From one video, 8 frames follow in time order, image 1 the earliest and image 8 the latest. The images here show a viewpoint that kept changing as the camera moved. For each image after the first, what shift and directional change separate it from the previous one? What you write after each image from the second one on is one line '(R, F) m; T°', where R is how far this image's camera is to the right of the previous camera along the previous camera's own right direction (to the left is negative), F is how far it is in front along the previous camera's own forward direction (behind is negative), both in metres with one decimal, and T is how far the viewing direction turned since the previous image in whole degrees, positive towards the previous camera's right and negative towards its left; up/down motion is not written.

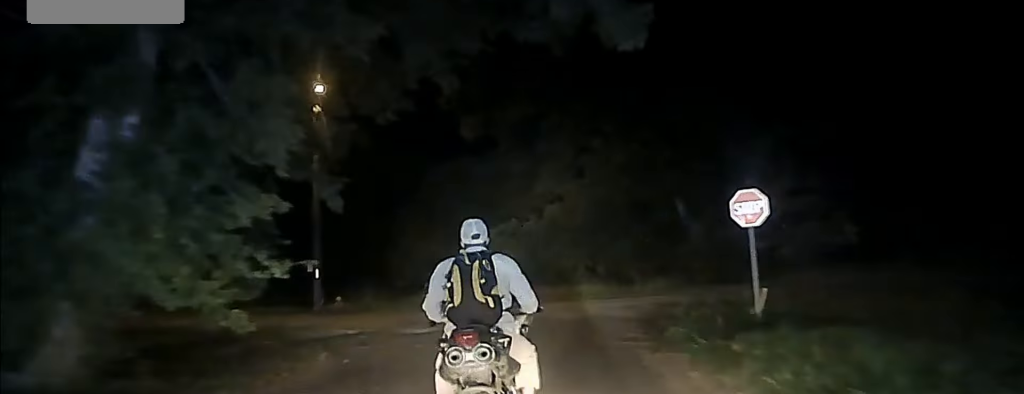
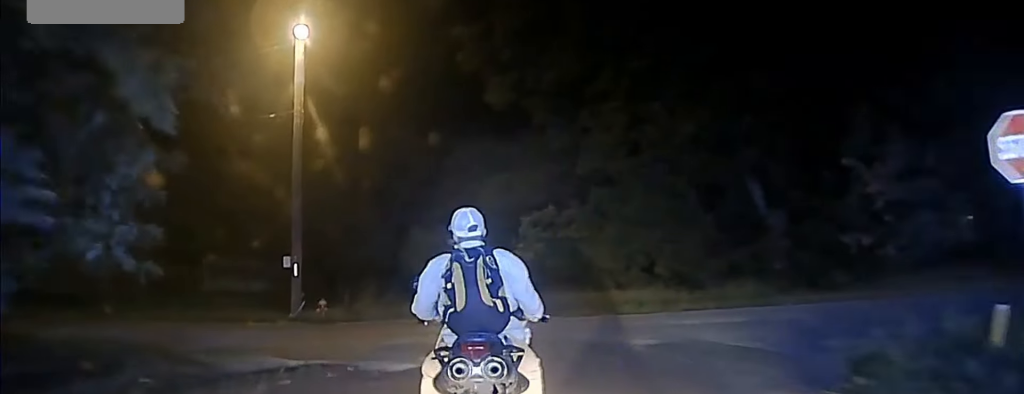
(0.0, +8.3) m; -4°
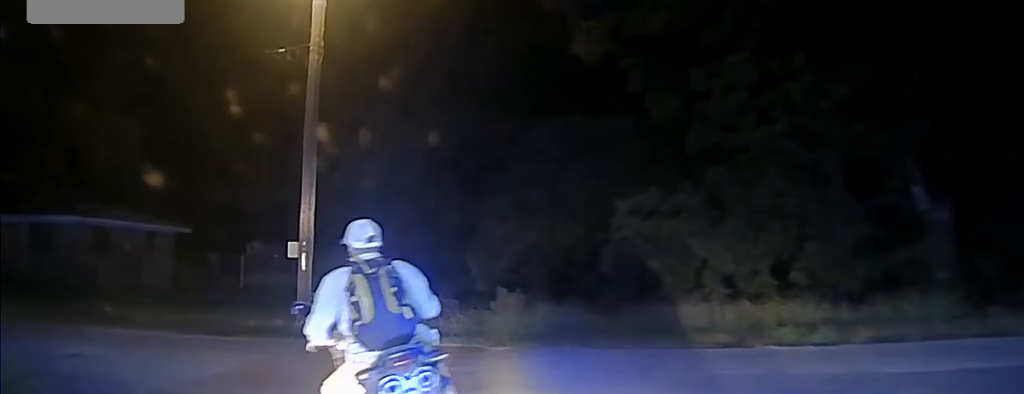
(-1.0, +8.2) m; -16°
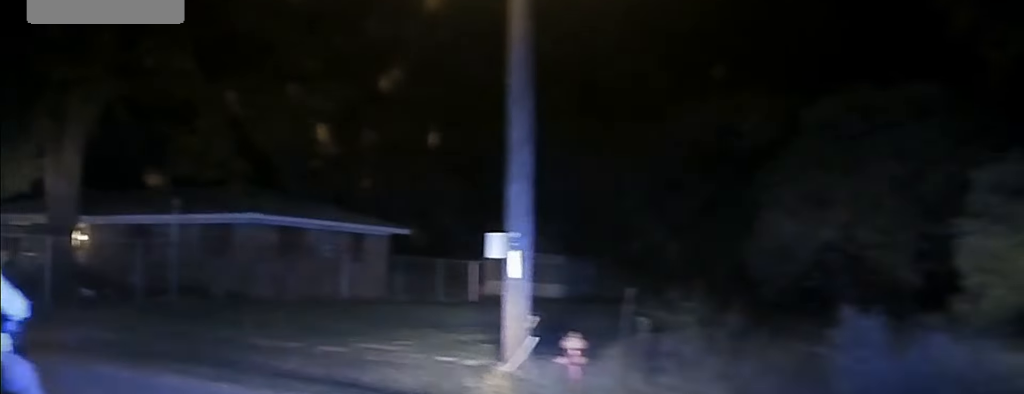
(-1.5, +7.1) m; -32°
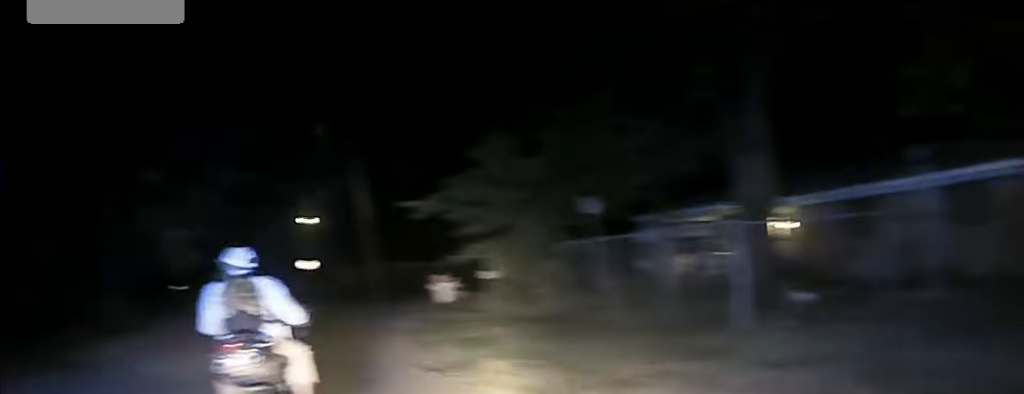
(-3.1, +8.2) m; -29°
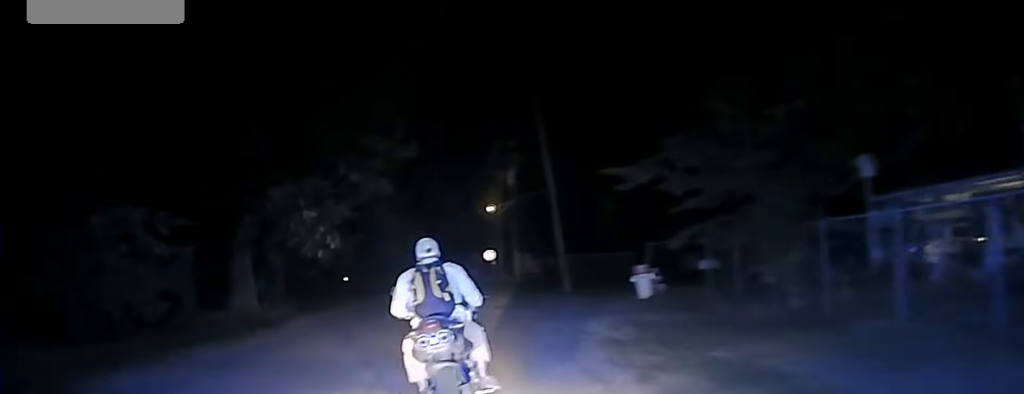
(-0.4, +5.0) m; -5°
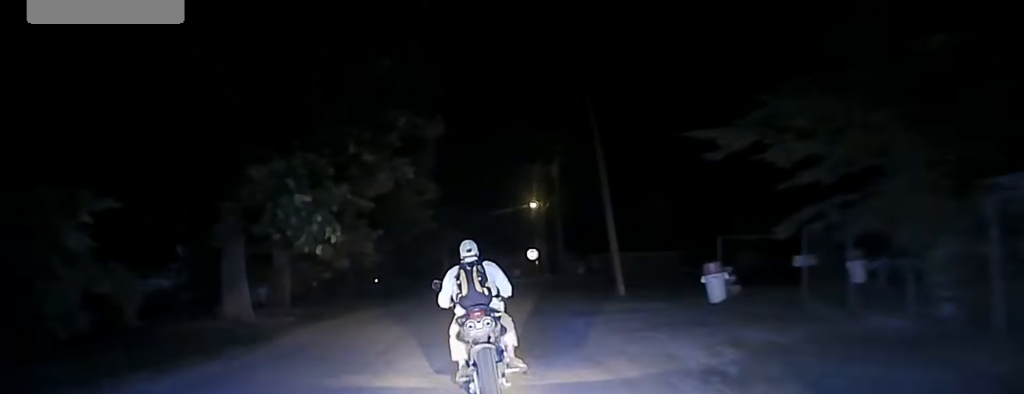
(-0.1, +5.1) m; 0°
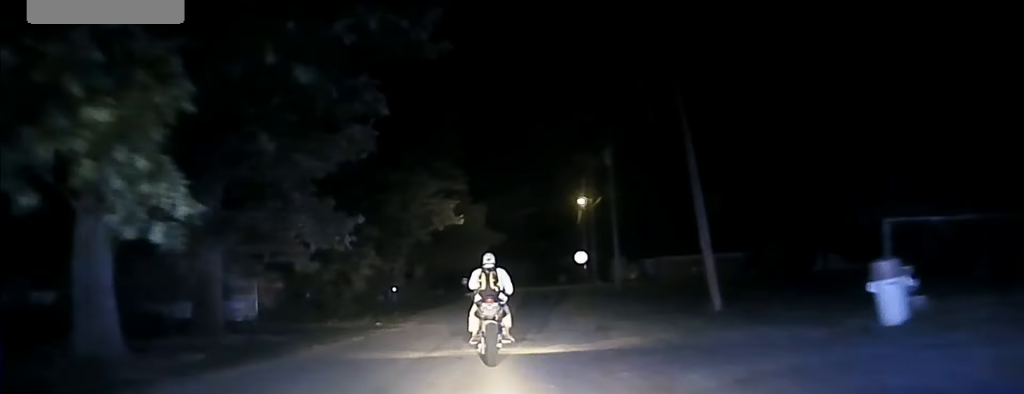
(+0.1, +11.2) m; -2°
